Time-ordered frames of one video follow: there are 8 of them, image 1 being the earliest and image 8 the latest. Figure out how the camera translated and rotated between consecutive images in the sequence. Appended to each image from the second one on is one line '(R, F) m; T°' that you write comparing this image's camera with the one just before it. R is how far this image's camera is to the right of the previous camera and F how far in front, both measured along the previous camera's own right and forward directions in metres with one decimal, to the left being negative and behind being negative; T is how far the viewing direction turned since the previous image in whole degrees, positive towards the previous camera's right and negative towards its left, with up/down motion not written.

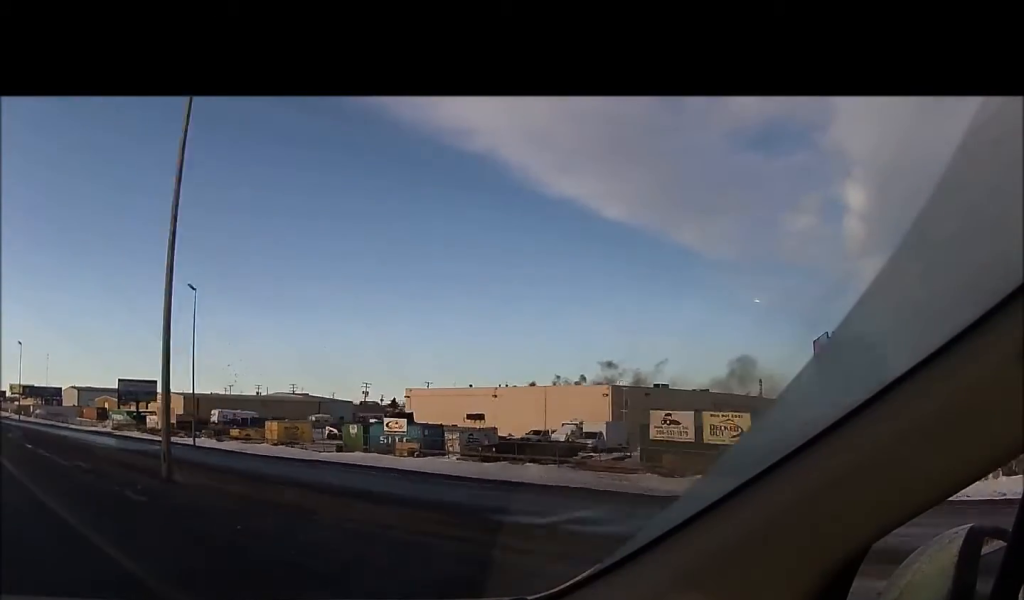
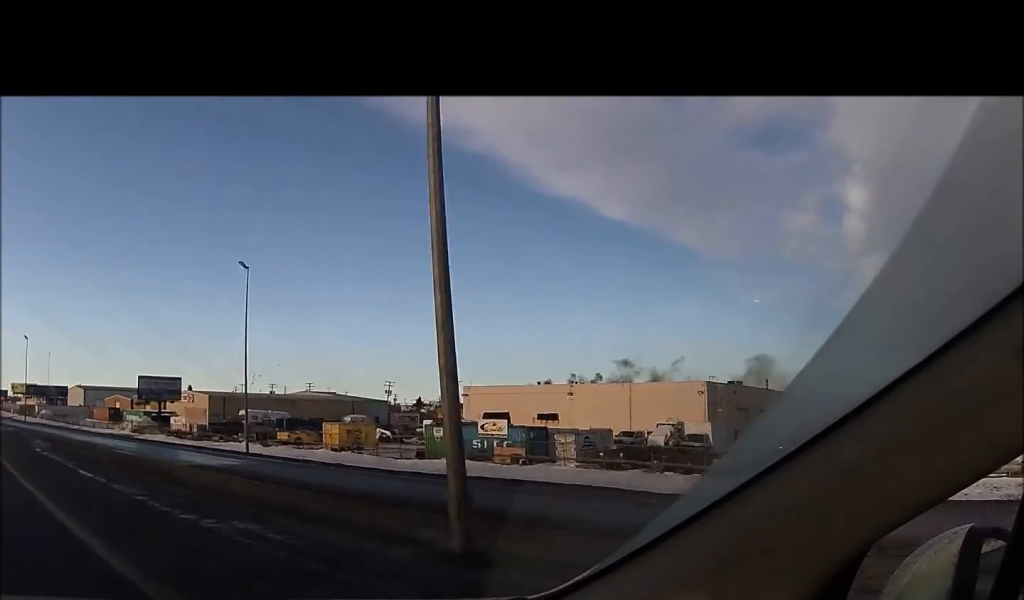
(0.0, +13.1) m; 0°
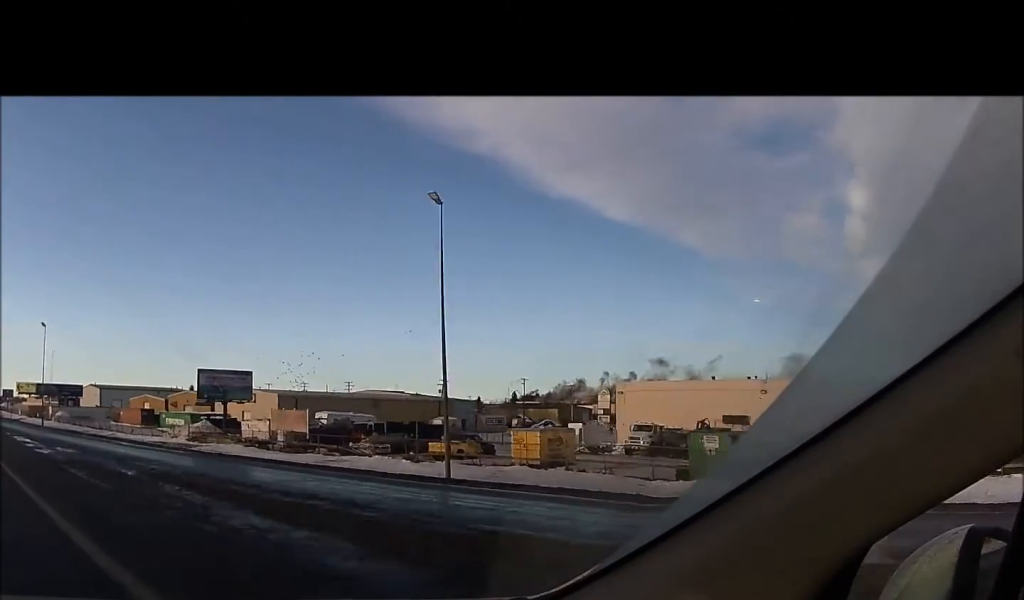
(+0.2, +17.9) m; 0°
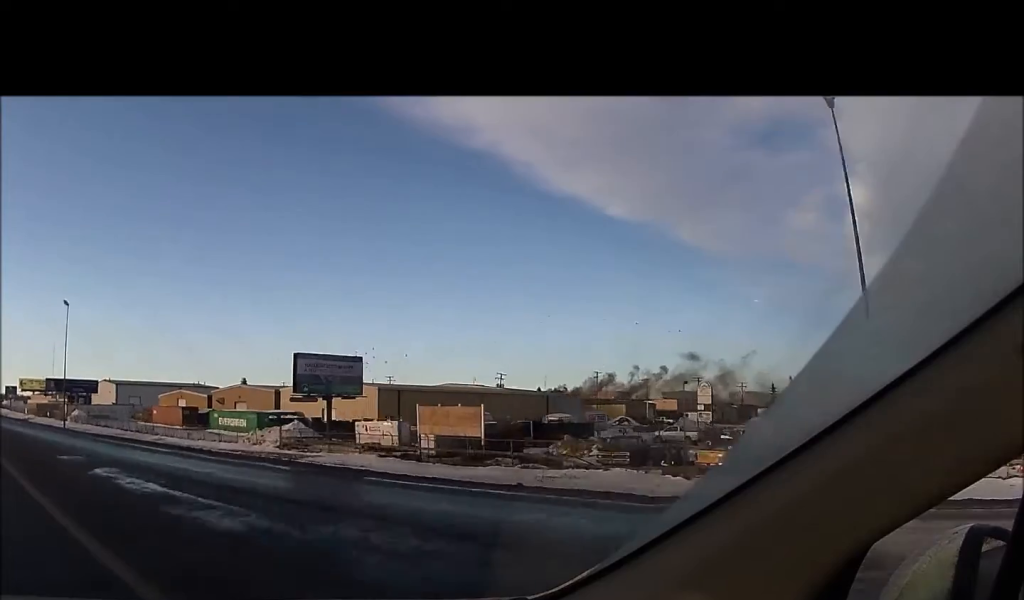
(-0.1, +21.5) m; 0°
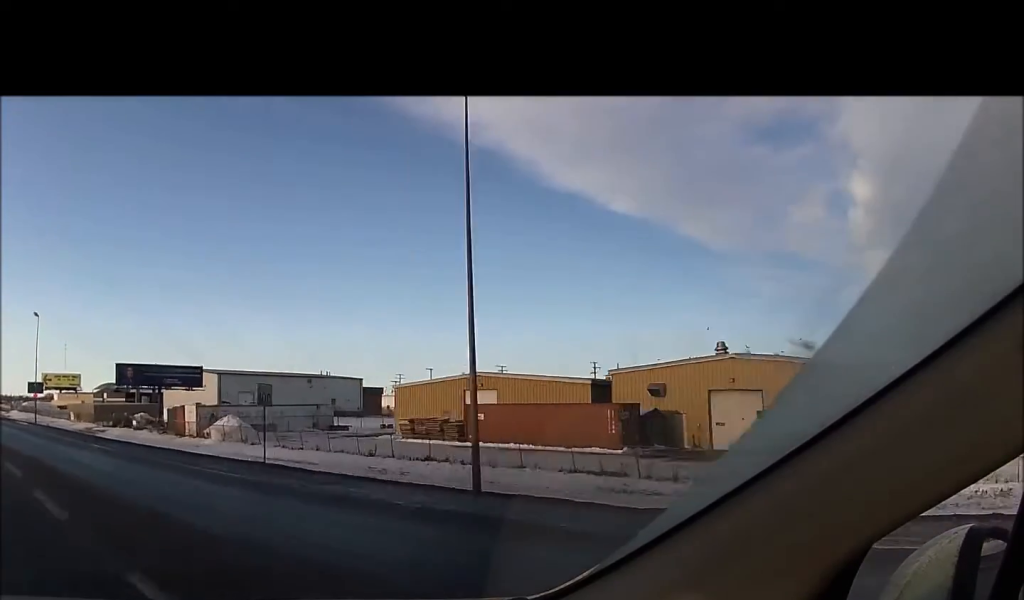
(-0.3, +60.9) m; 0°
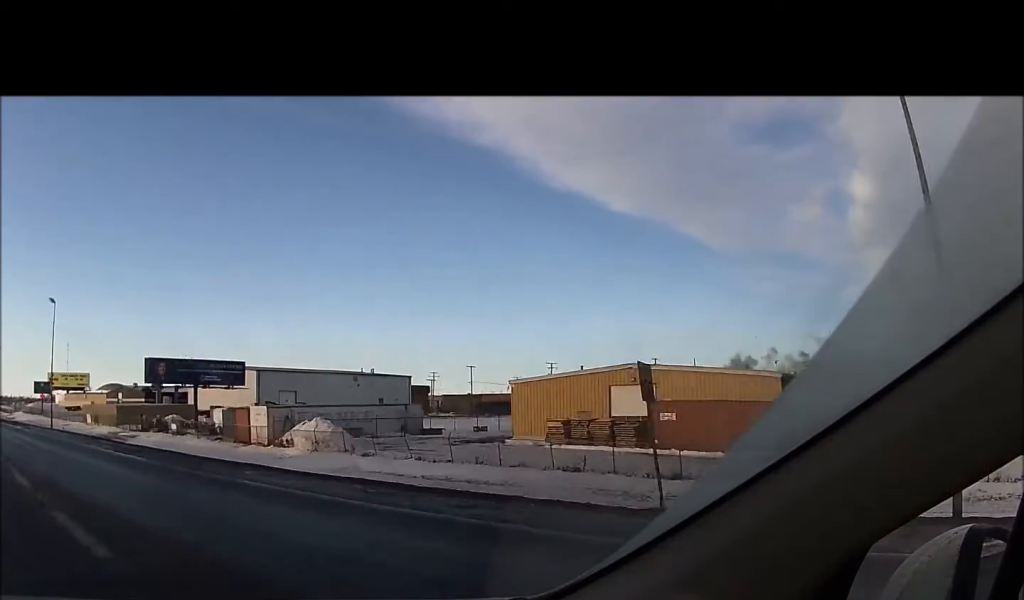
(+0.1, +16.9) m; 0°
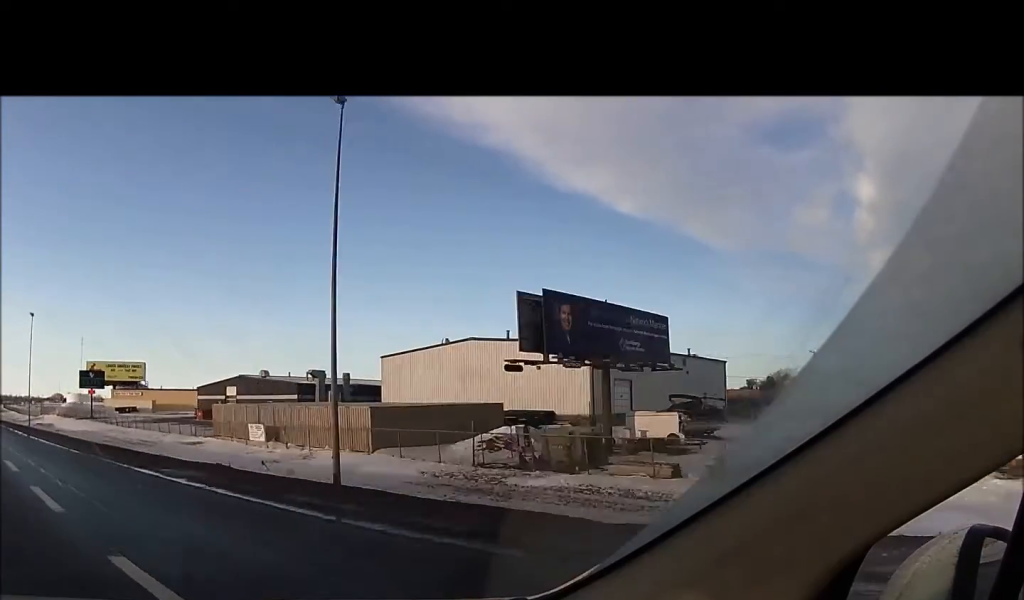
(-0.2, +52.8) m; 0°
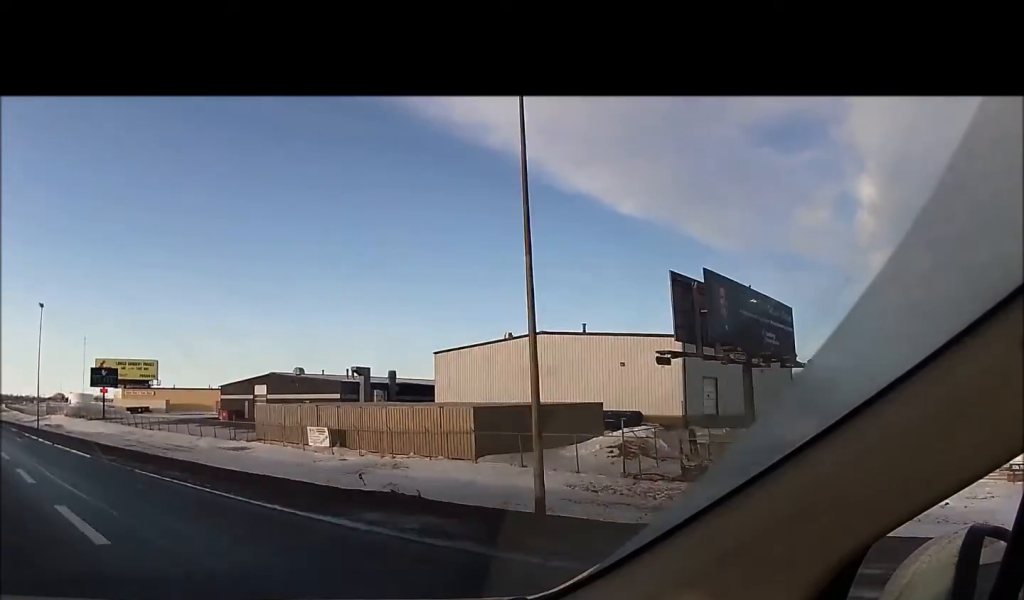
(+0.2, +12.3) m; 0°
